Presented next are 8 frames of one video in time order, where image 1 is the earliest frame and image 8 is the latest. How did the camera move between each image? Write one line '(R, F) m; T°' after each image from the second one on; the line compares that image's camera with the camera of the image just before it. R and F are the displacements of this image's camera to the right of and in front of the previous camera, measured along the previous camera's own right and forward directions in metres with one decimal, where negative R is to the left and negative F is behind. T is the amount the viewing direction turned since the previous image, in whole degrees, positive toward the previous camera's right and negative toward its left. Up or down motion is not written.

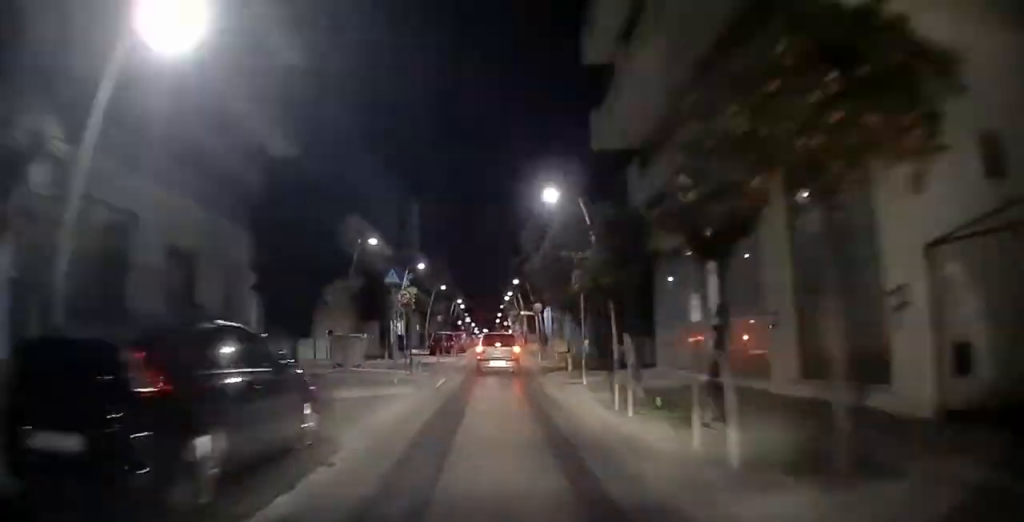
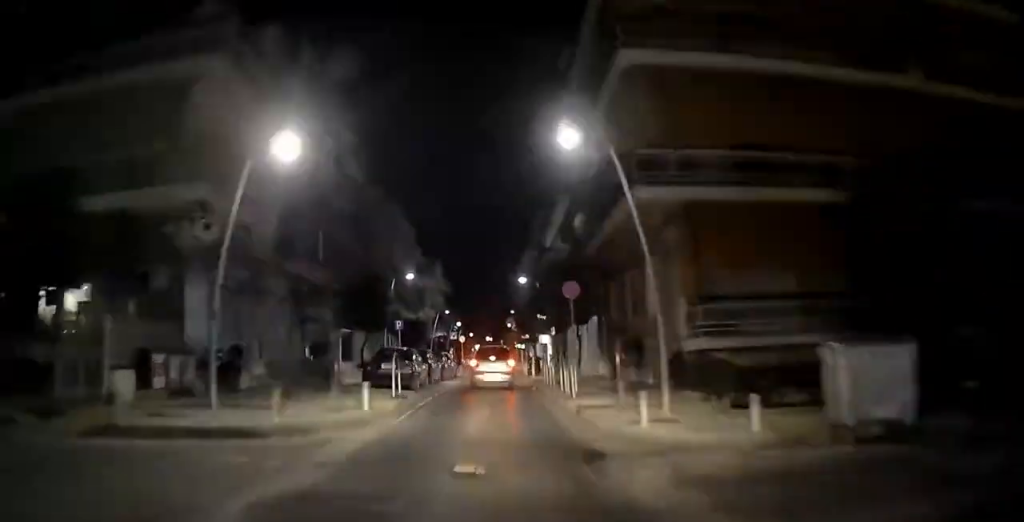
(+0.1, +71.1) m; 0°
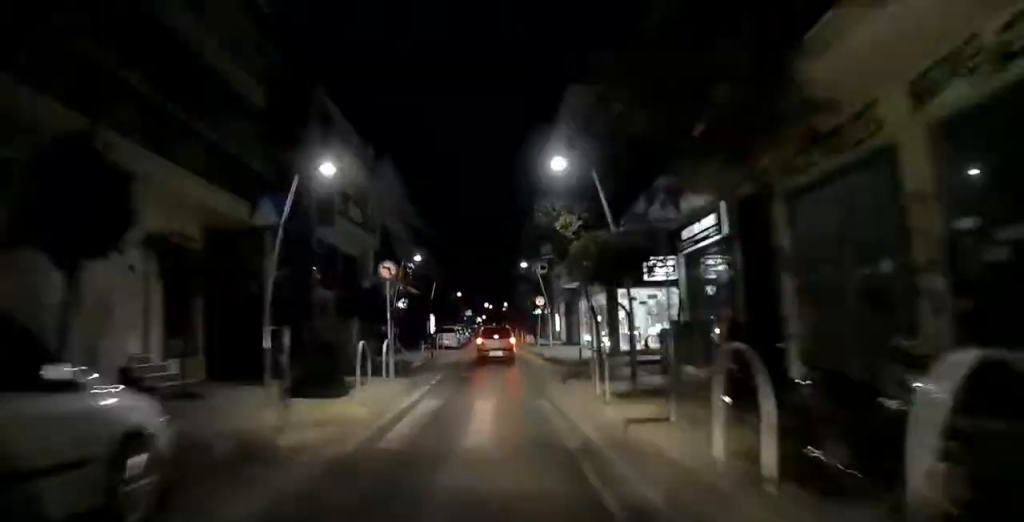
(-0.2, +34.9) m; 0°
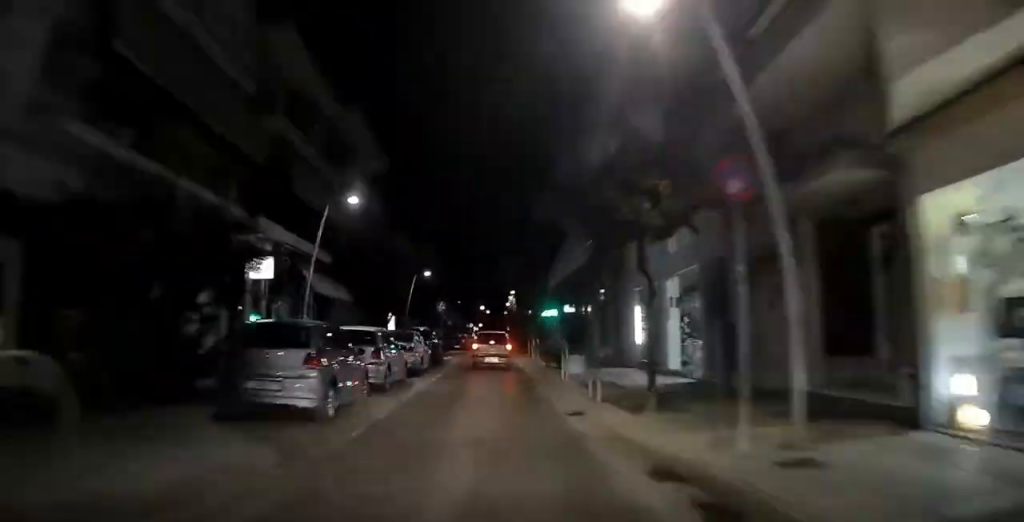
(+0.1, +25.5) m; 0°
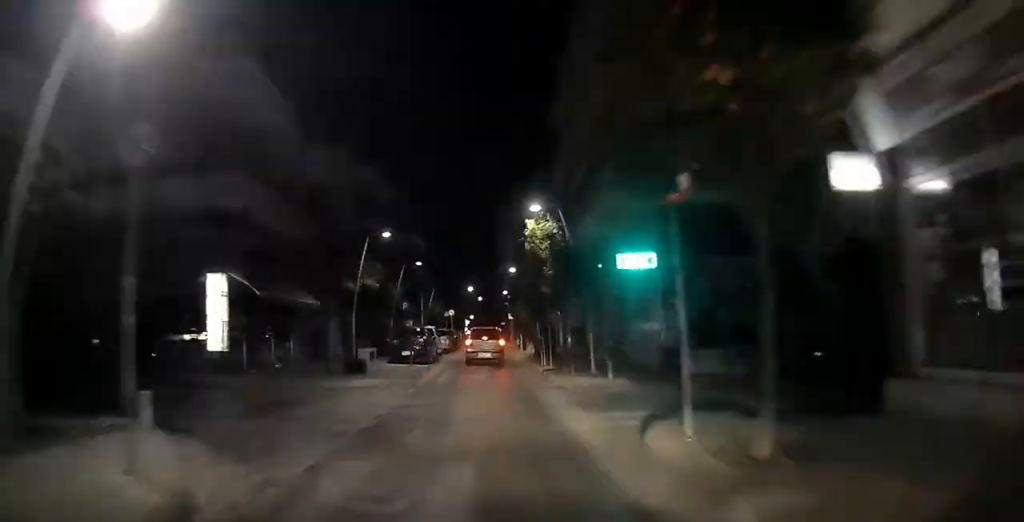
(+0.1, +26.7) m; 0°
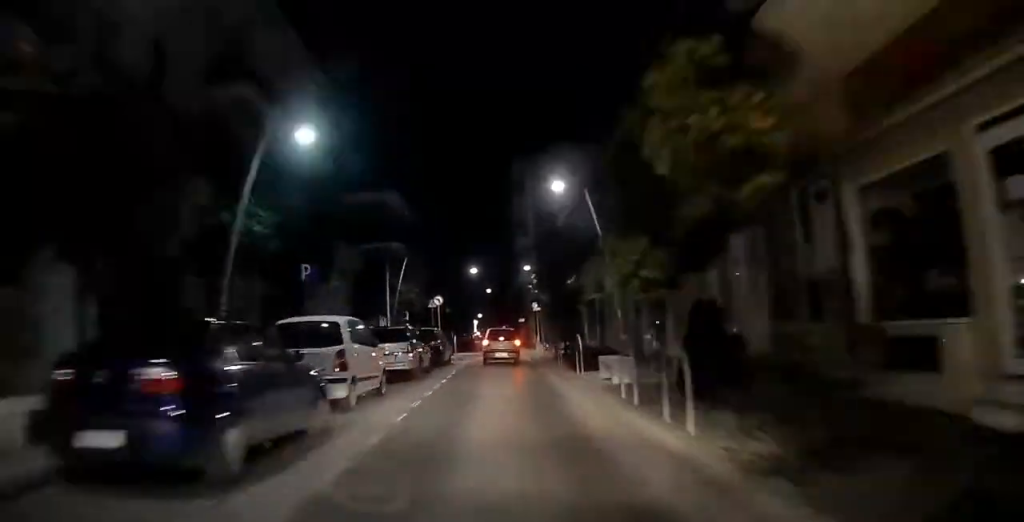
(0.0, +20.2) m; 0°
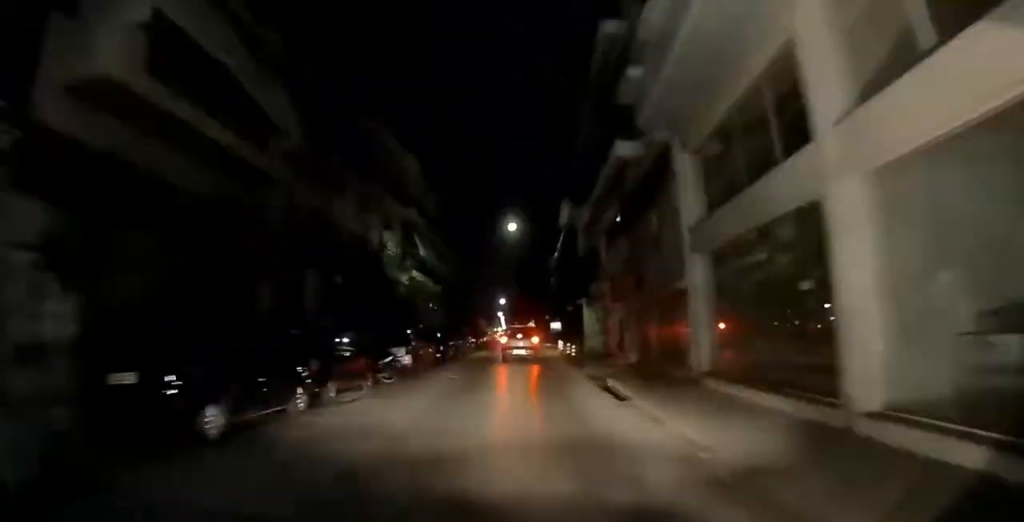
(-0.1, +46.9) m; -1°
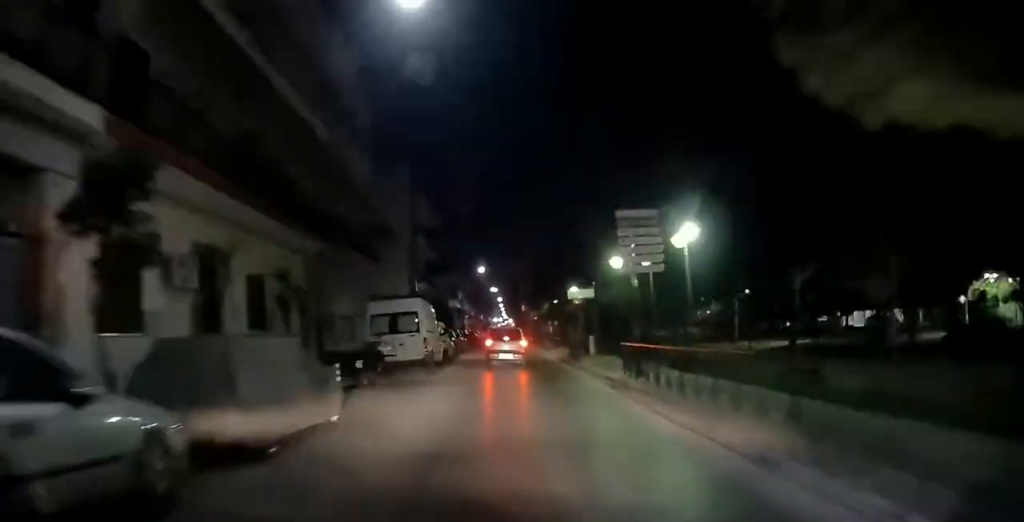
(-0.9, +65.1) m; -2°
